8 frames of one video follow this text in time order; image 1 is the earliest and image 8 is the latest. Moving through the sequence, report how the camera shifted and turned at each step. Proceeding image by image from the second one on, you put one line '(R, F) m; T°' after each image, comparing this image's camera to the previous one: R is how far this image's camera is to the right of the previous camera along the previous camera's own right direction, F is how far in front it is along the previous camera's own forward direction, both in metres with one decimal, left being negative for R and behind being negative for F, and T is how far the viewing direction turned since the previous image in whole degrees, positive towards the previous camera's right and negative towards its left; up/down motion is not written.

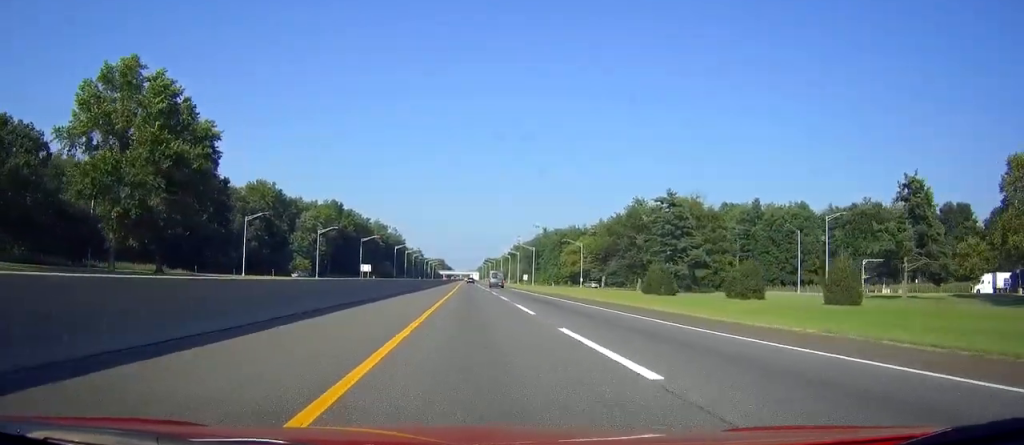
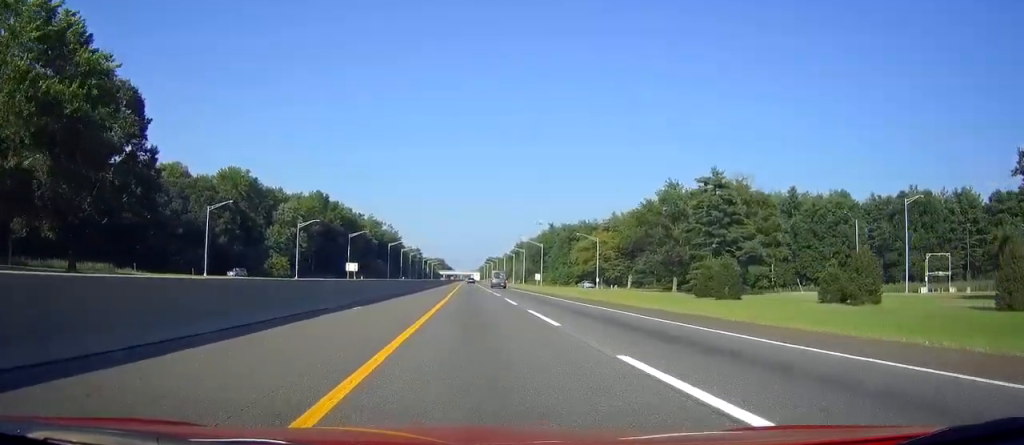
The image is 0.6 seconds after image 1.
(+0.1, +21.2) m; 0°
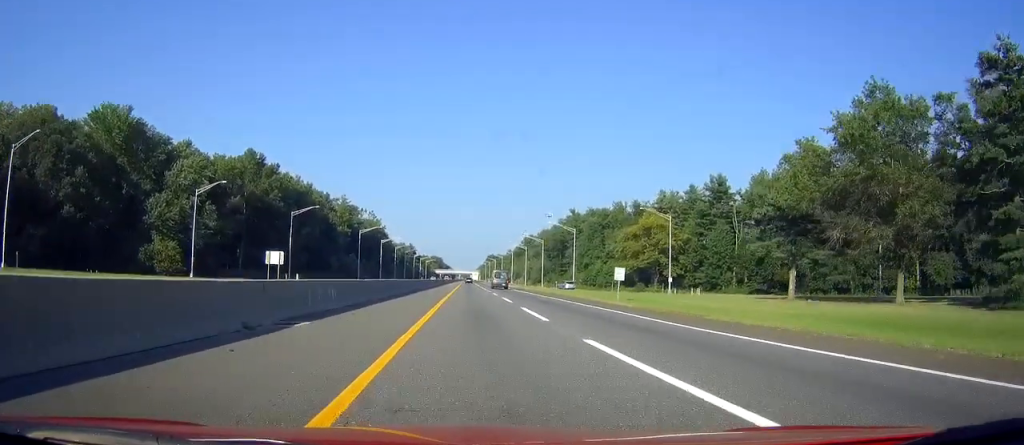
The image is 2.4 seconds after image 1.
(0.0, +57.9) m; 0°
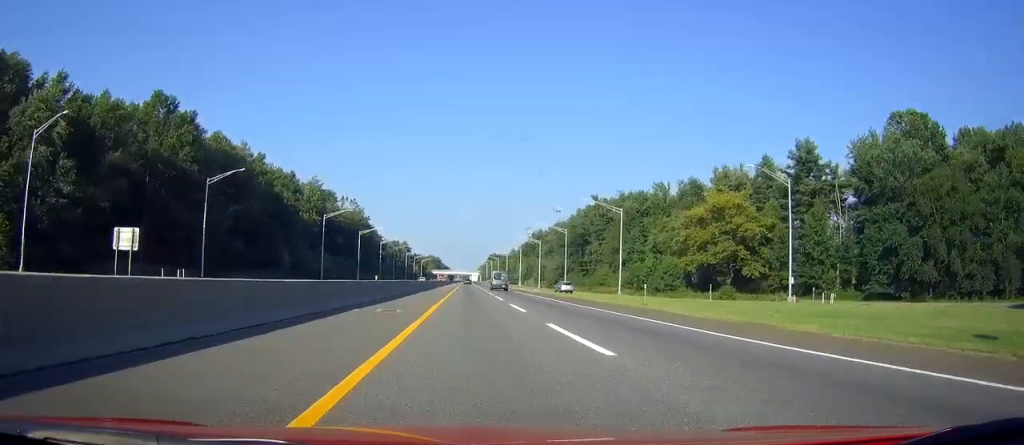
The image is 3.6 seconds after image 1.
(0.0, +40.1) m; 0°
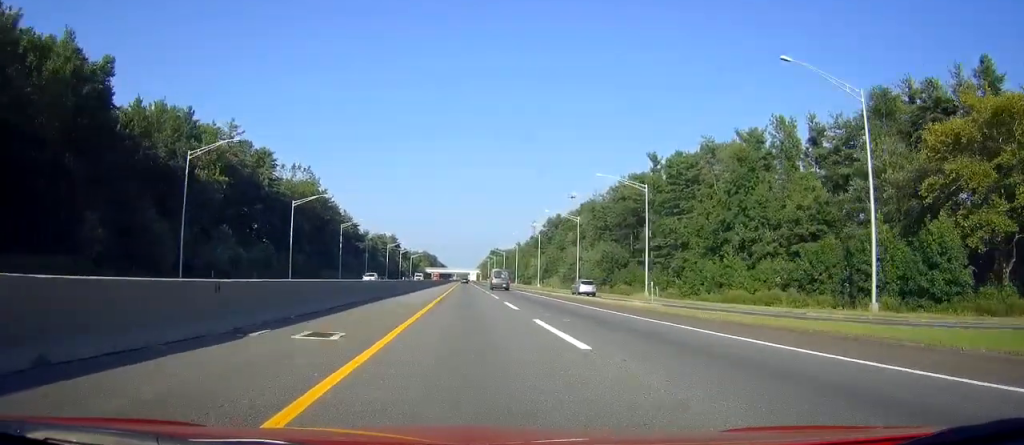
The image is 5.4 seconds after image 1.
(0.0, +60.0) m; 0°
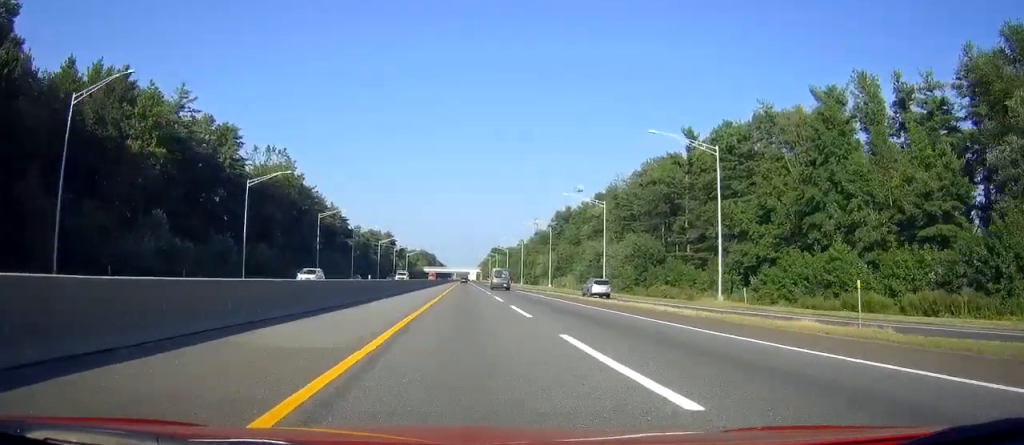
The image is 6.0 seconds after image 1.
(0.0, +21.1) m; 0°
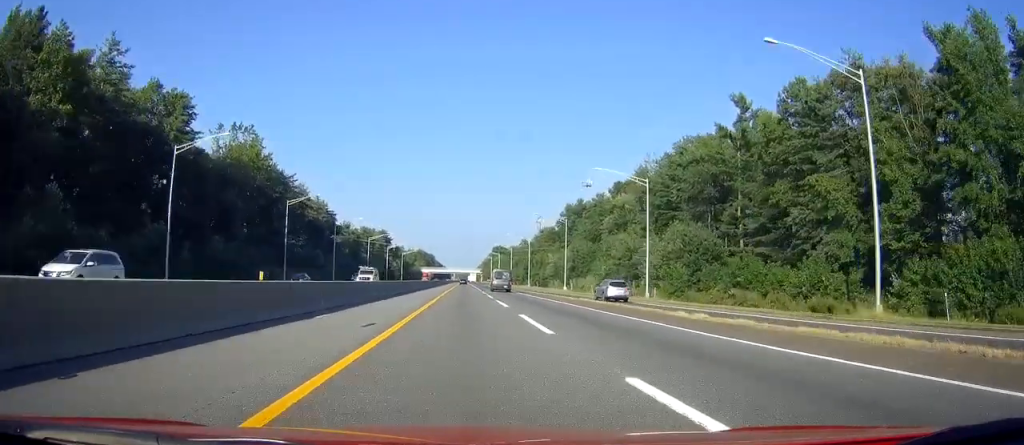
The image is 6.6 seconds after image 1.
(0.0, +21.1) m; 0°
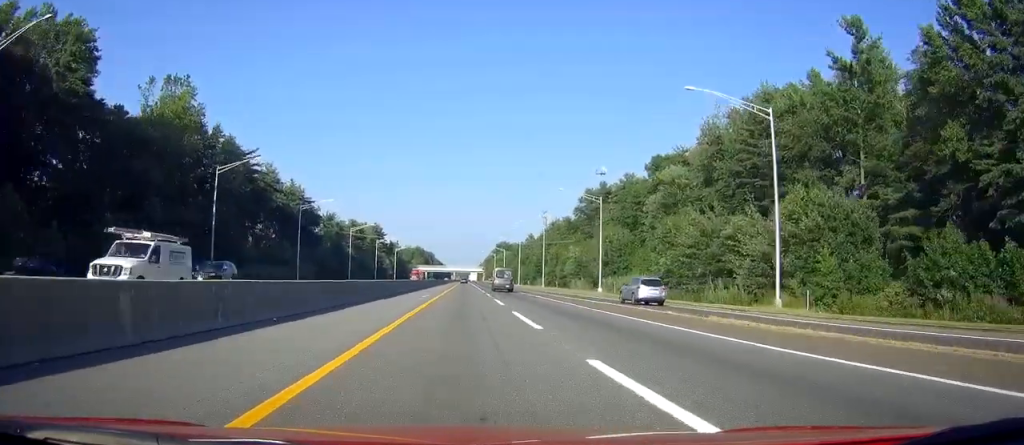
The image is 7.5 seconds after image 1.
(+0.1, +28.8) m; 0°
